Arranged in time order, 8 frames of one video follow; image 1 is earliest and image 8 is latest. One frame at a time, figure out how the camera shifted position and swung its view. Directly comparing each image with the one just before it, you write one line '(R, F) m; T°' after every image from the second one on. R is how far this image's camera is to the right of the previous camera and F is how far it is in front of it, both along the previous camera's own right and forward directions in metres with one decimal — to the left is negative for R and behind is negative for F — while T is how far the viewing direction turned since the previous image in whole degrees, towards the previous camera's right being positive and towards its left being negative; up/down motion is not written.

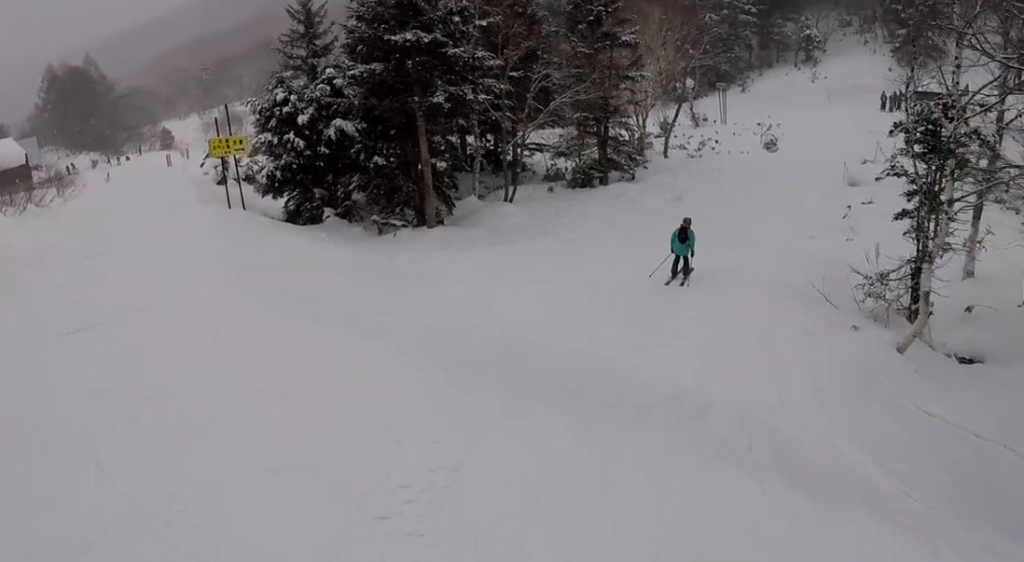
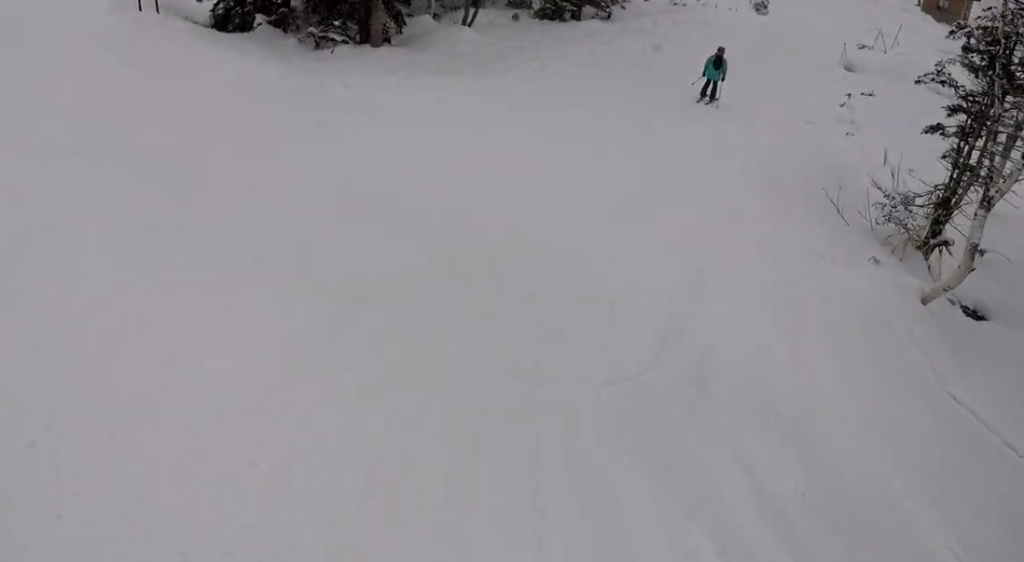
(0.0, +3.4) m; 0°
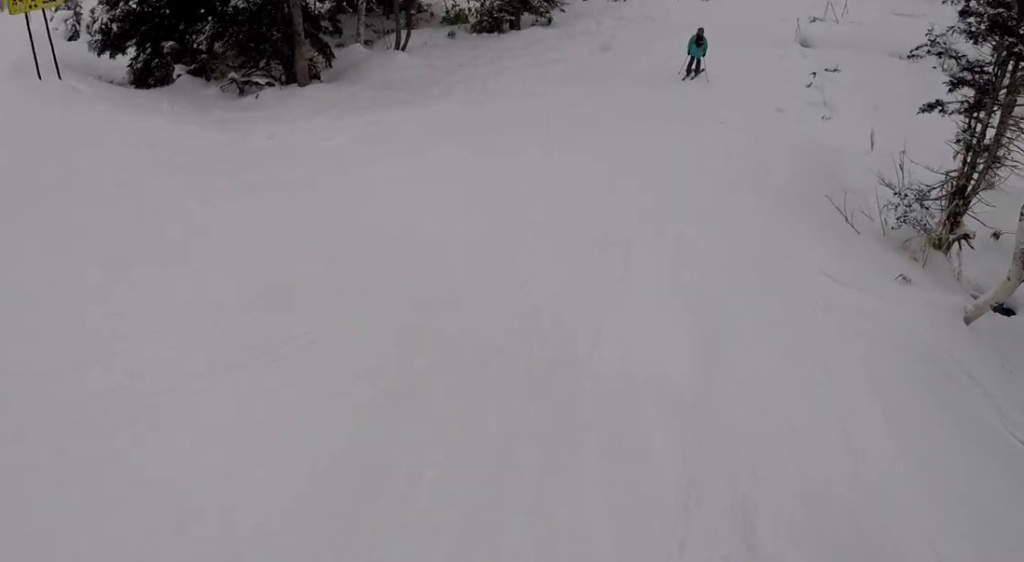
(0.0, +2.9) m; 0°
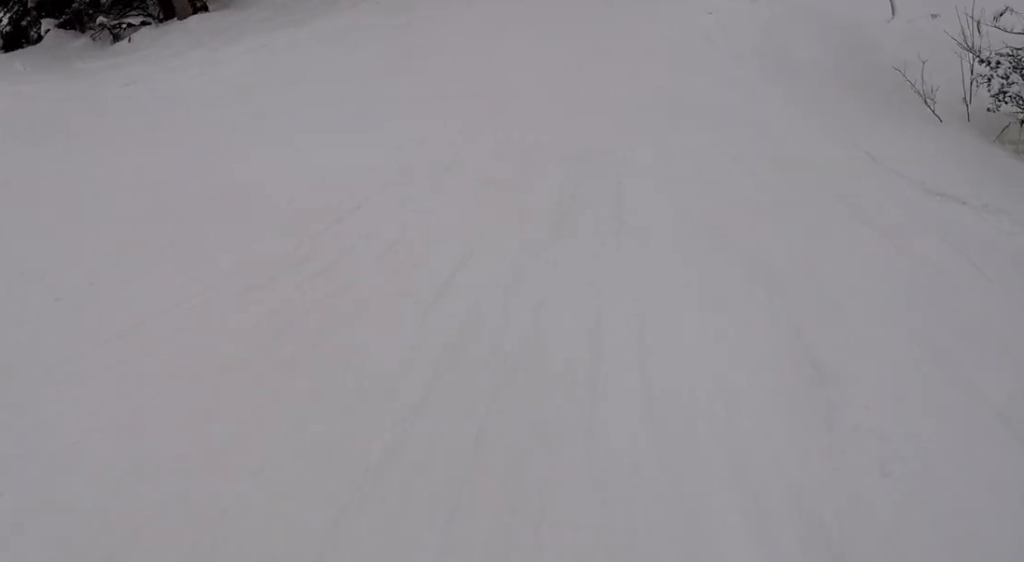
(0.0, +3.4) m; +2°
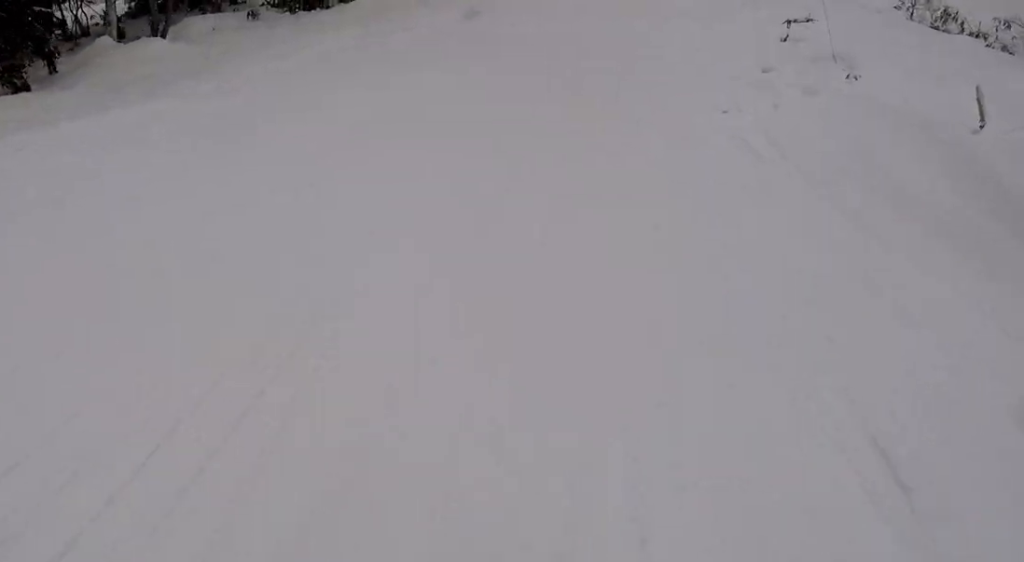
(-0.2, +4.1) m; +6°
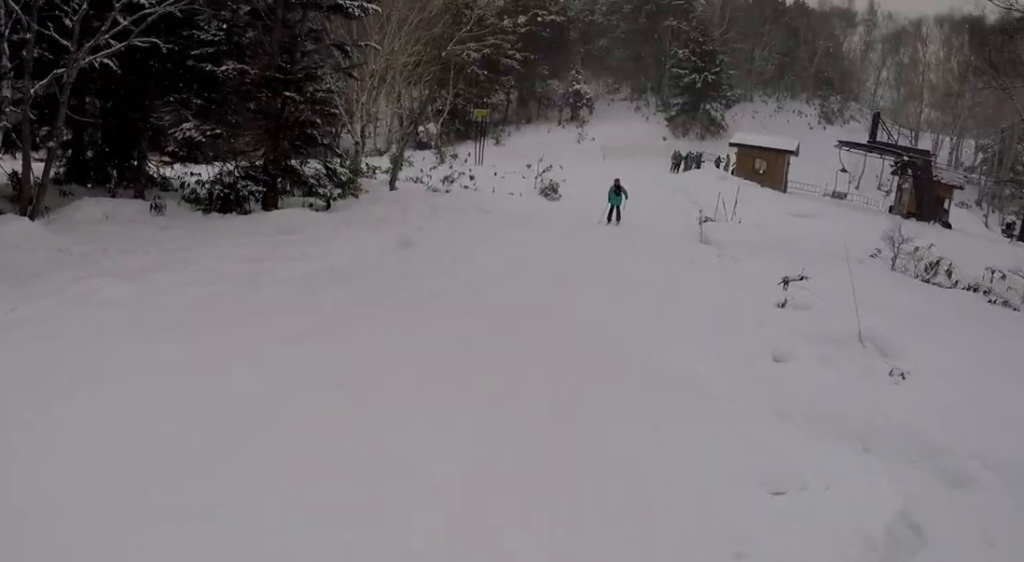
(+0.4, +2.7) m; +1°
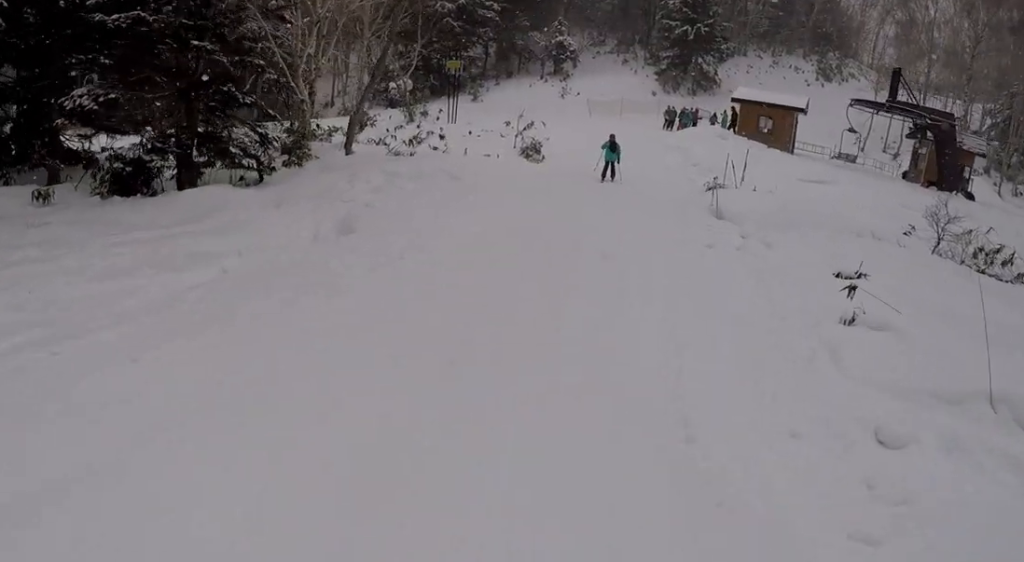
(+0.3, +2.6) m; +1°
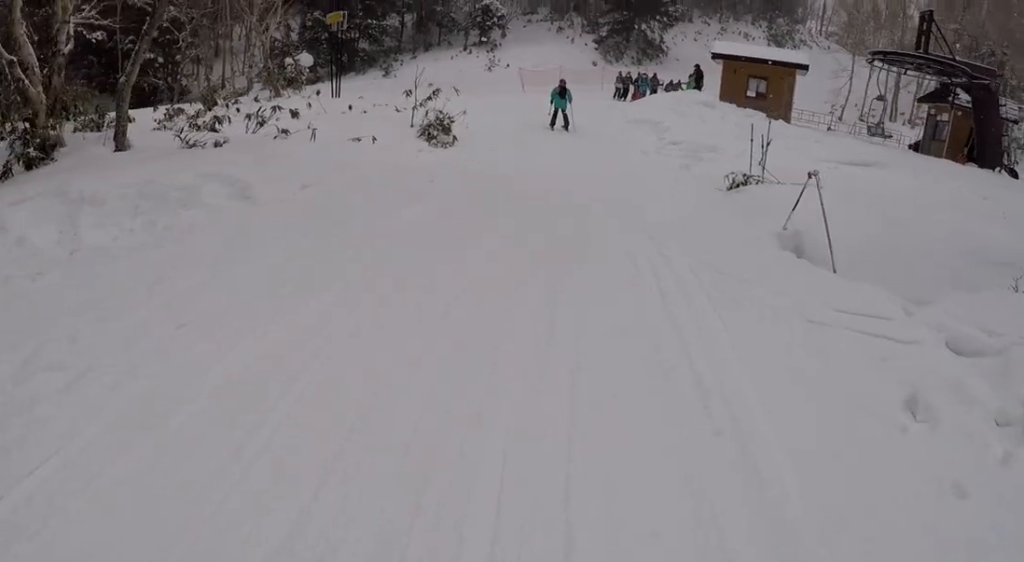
(-0.1, +6.3) m; +6°
